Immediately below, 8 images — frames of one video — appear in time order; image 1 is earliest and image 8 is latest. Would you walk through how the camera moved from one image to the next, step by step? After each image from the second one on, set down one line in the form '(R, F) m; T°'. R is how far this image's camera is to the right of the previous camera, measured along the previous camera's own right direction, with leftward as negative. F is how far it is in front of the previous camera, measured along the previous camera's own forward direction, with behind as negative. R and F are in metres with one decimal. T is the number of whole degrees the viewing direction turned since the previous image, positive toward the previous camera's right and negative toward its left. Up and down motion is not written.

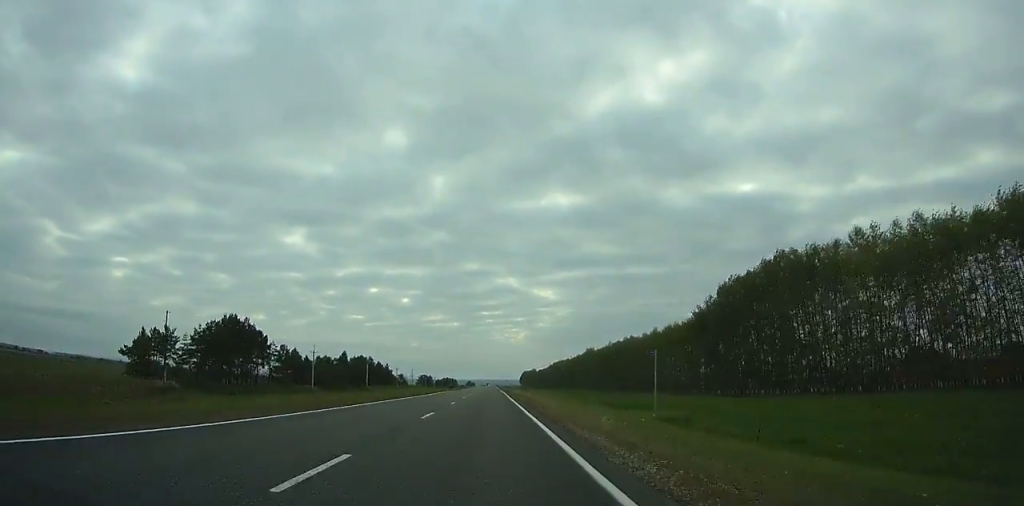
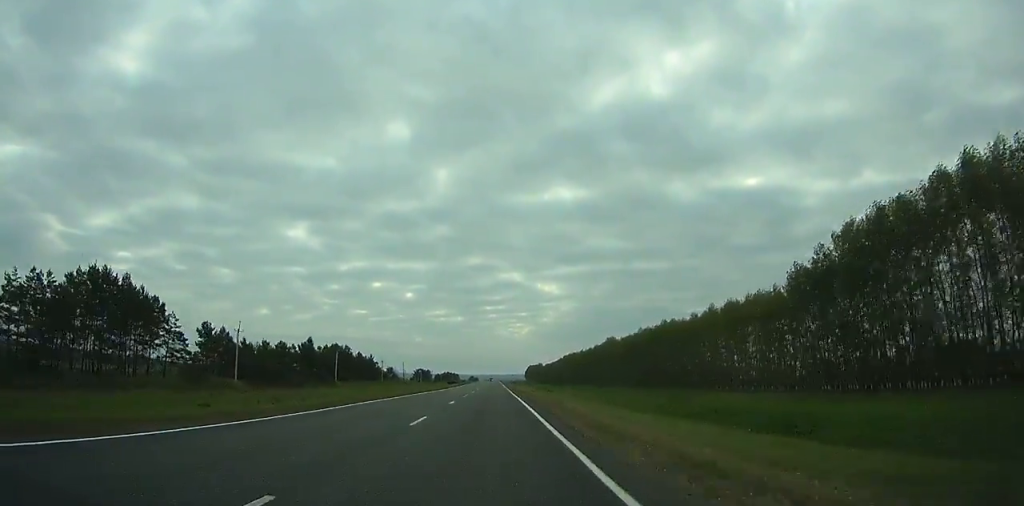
(+0.3, +39.3) m; 0°
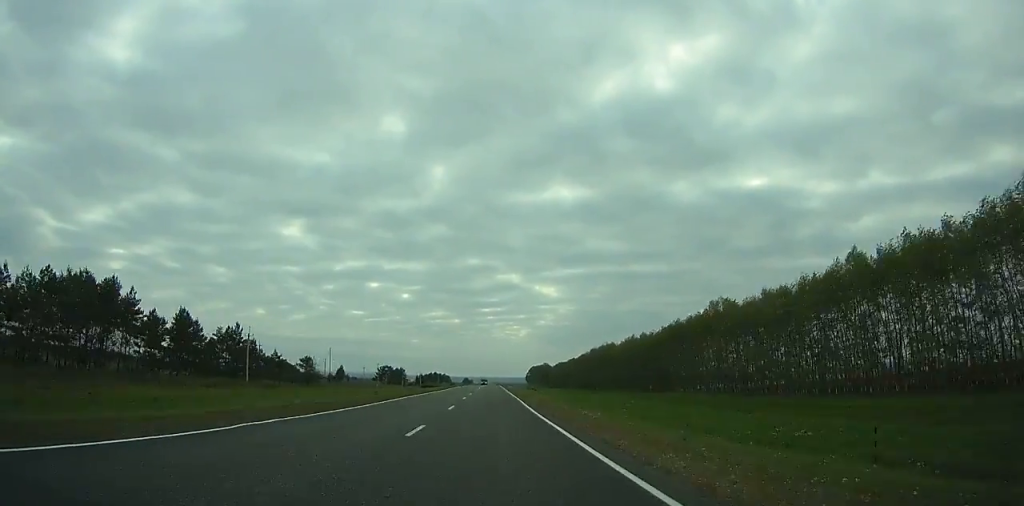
(+0.3, +109.9) m; 0°
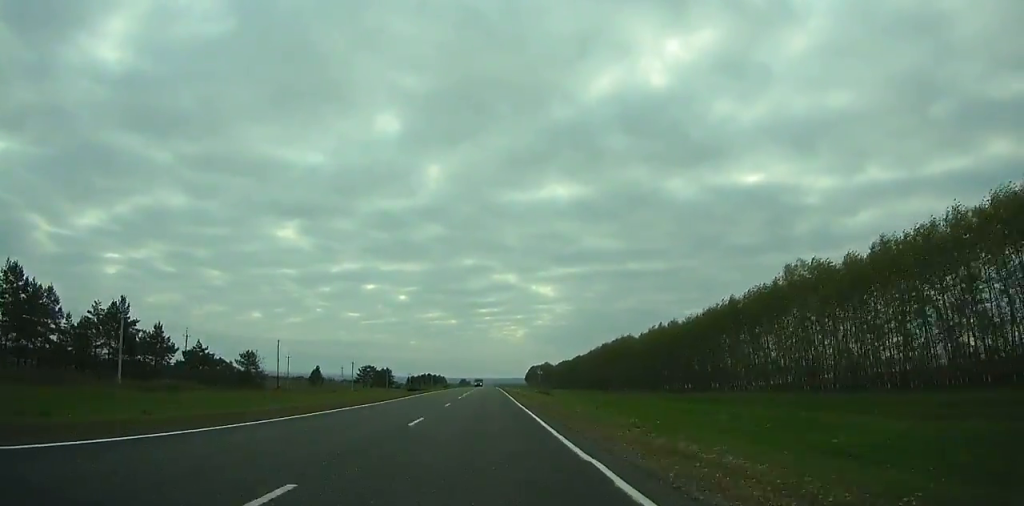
(+0.1, +33.9) m; 0°
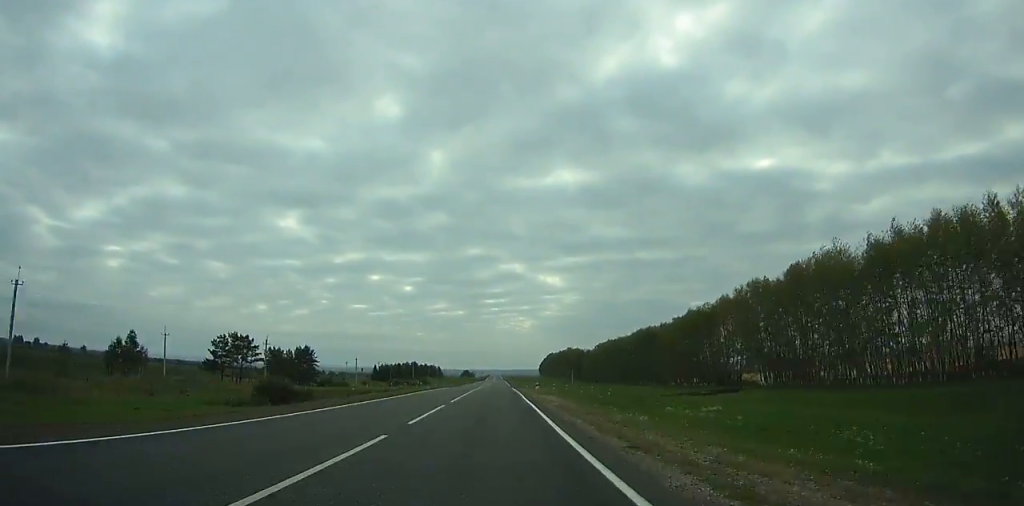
(-0.3, +125.8) m; 0°
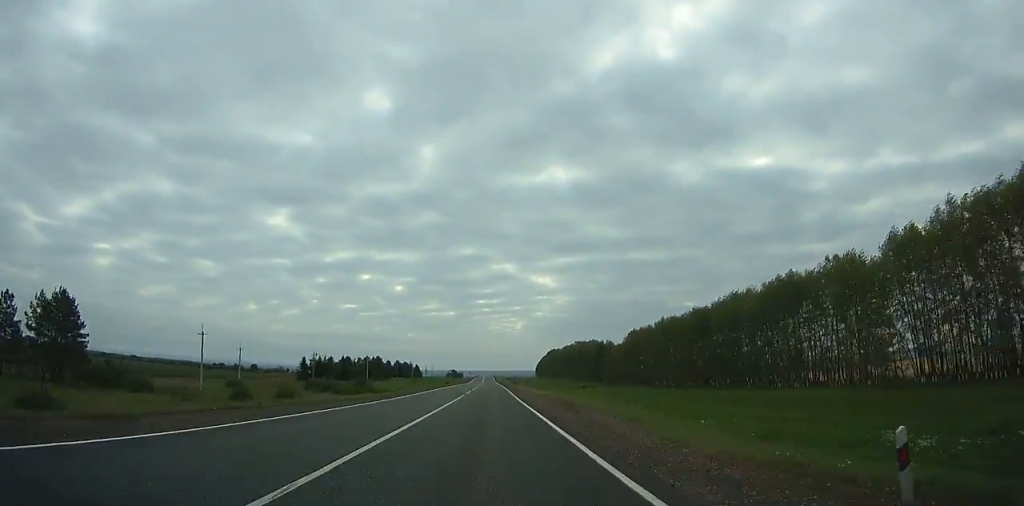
(+0.1, +87.7) m; 0°
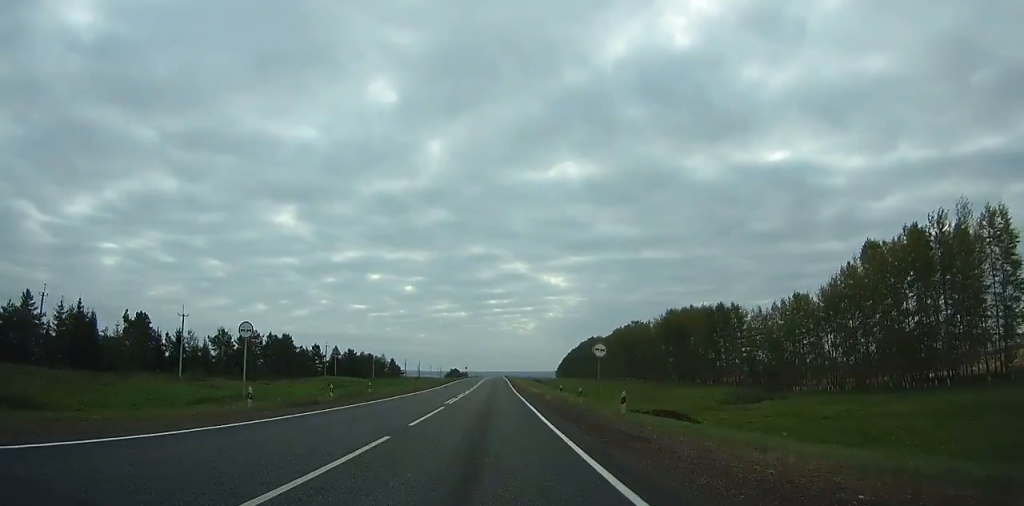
(-0.4, +126.6) m; -1°
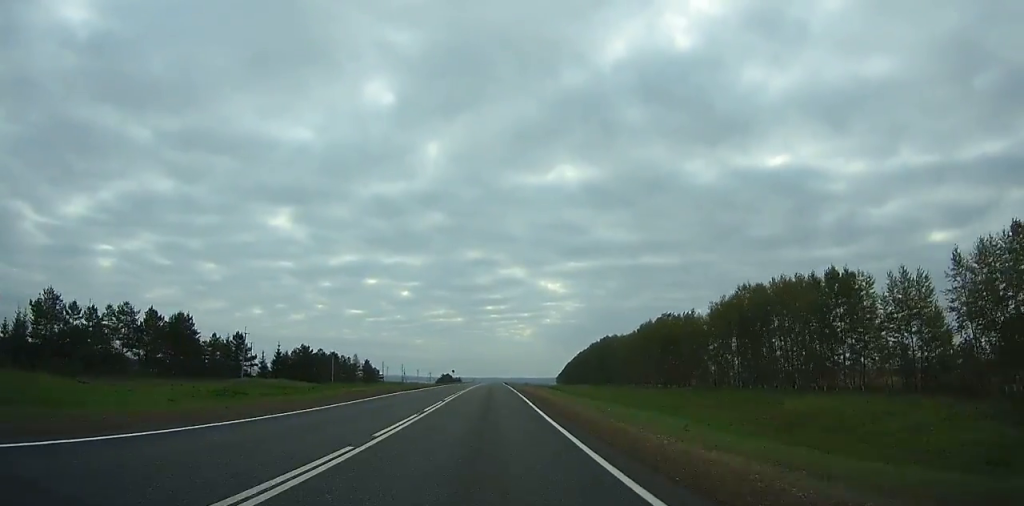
(-0.1, +46.1) m; 0°
